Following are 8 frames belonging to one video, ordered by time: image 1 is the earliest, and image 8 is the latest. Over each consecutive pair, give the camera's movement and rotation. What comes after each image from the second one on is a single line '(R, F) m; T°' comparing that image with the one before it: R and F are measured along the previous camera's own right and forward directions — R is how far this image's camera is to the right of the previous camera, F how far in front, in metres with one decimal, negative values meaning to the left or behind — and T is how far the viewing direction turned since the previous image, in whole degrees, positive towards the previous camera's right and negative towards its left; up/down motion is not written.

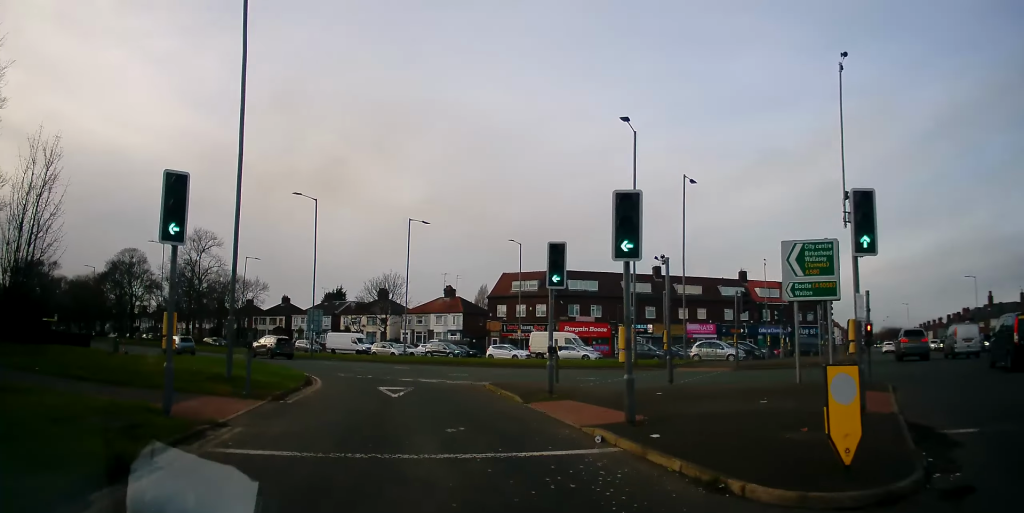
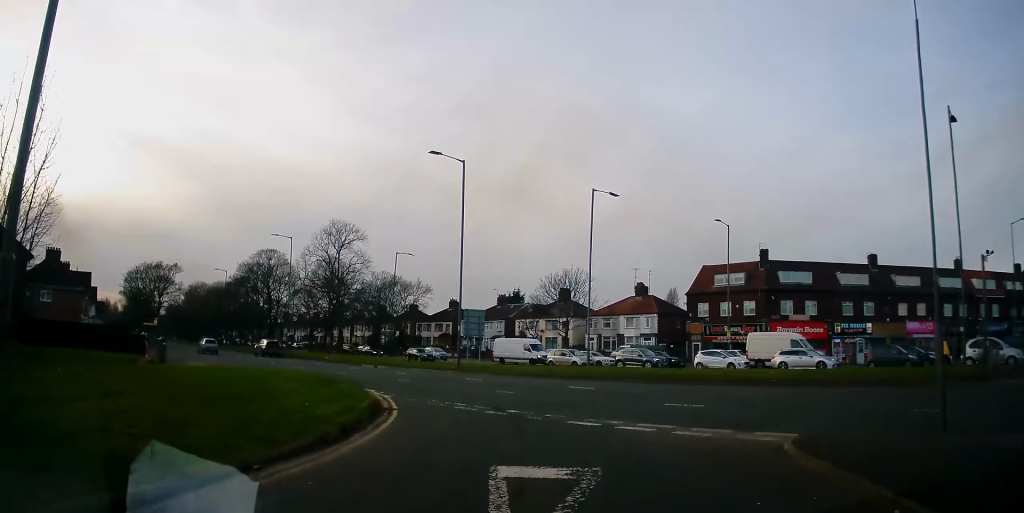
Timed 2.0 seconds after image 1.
(-2.5, +11.1) m; -18°
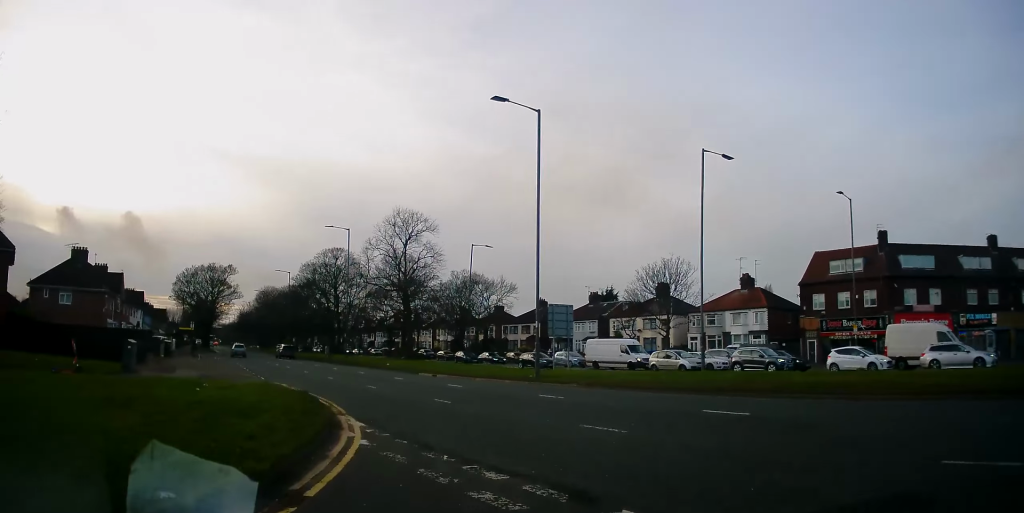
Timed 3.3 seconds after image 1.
(-0.5, +7.9) m; -10°
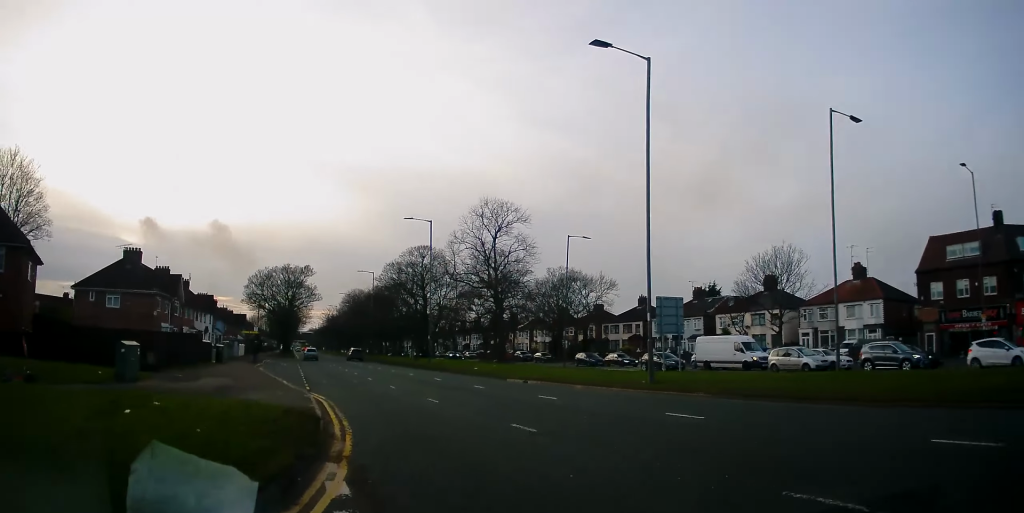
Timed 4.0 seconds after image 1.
(-0.3, +4.9) m; -8°
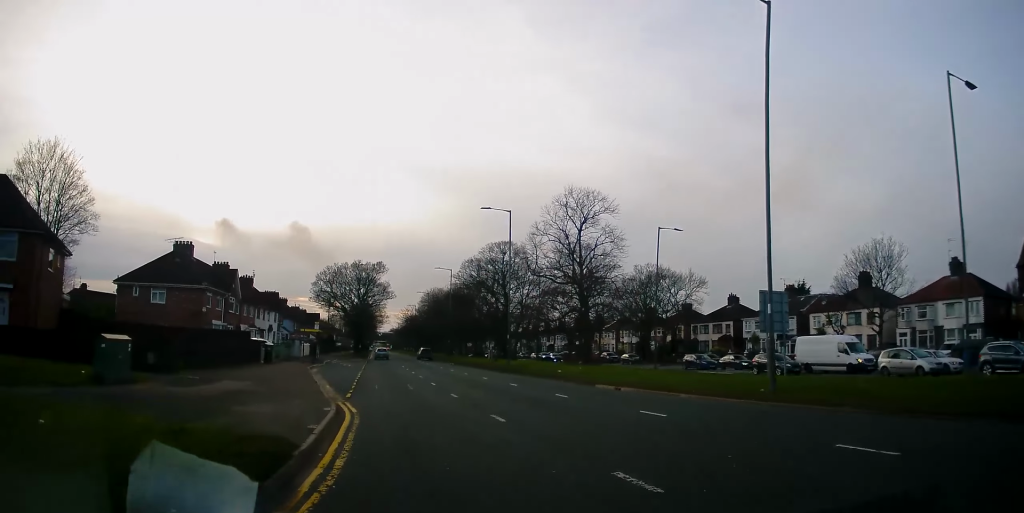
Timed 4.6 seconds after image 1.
(-0.1, +3.9) m; -8°
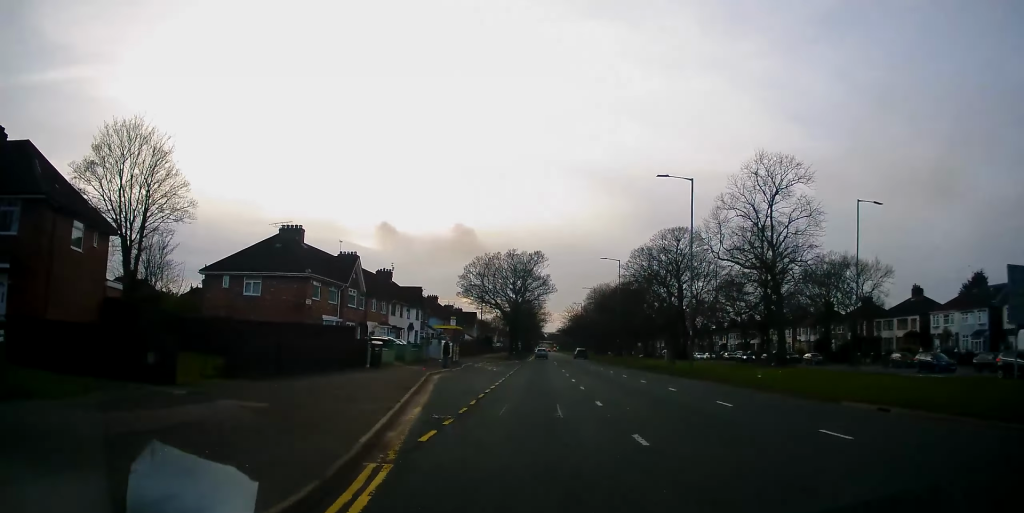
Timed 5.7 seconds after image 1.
(-1.1, +8.0) m; -15°
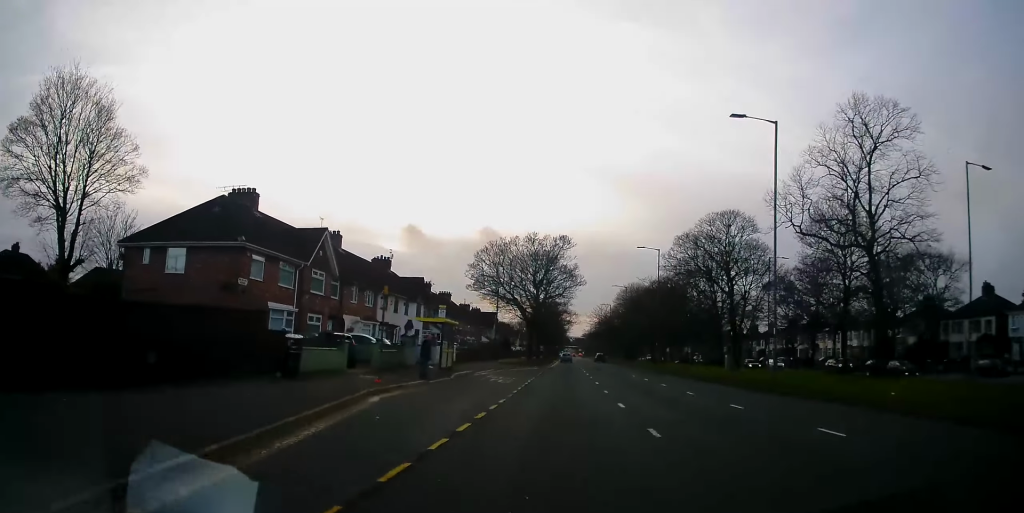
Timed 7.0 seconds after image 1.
(-0.7, +10.1) m; -4°
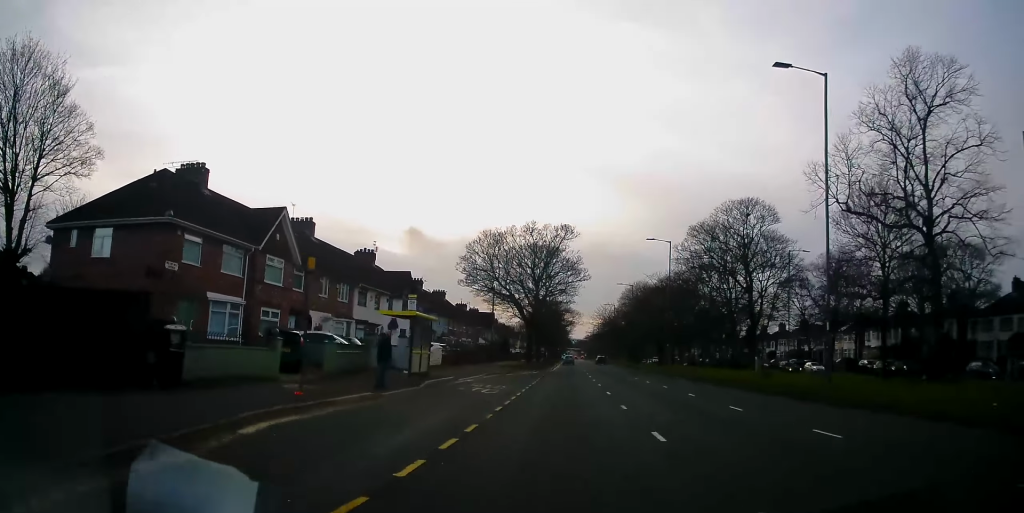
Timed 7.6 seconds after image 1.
(+0.2, +5.1) m; -1°
